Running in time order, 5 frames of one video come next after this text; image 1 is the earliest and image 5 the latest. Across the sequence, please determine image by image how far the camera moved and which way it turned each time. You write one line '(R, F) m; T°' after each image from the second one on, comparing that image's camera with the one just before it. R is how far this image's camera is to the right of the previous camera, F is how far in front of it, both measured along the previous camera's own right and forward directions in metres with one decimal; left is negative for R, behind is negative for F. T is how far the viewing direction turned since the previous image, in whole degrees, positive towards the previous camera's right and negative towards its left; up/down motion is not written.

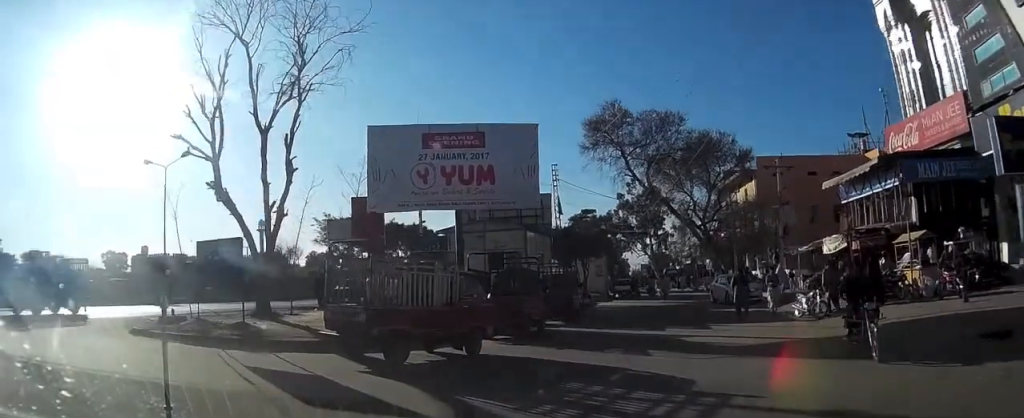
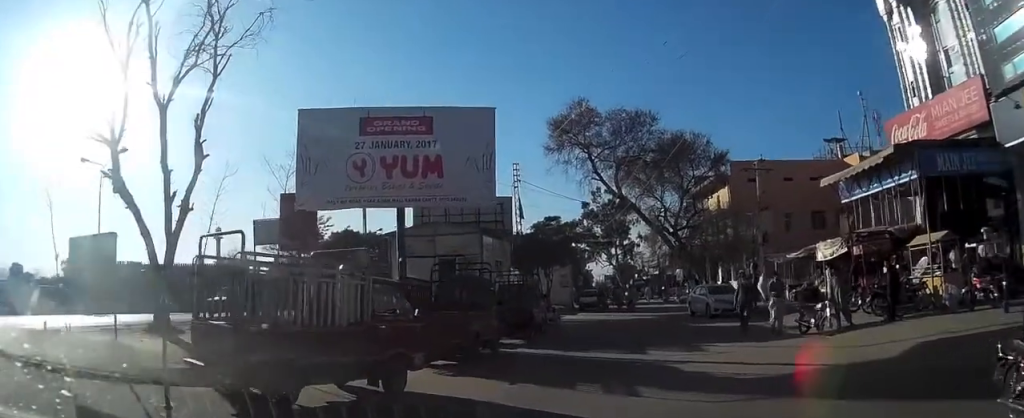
(0.0, +2.8) m; +7°
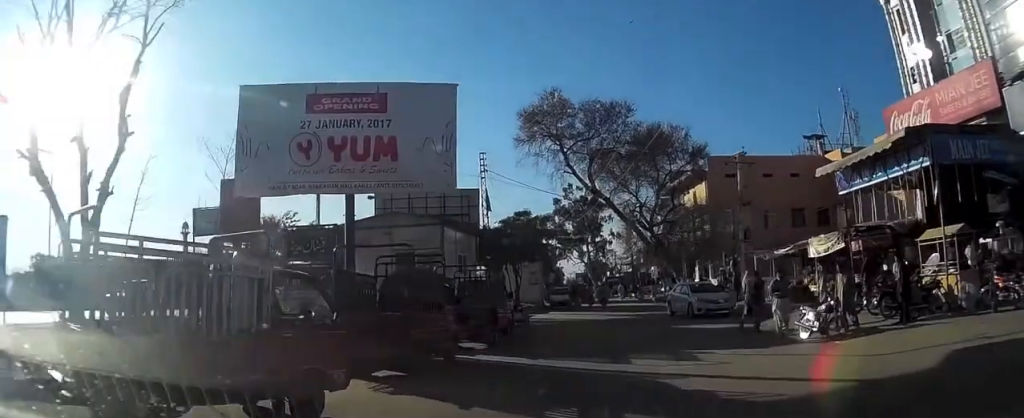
(+0.1, +1.8) m; +5°
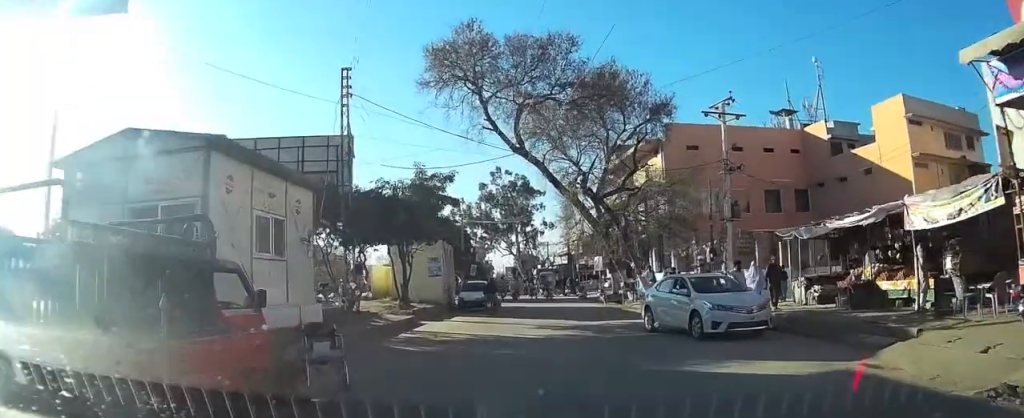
(+1.3, +11.2) m; +3°
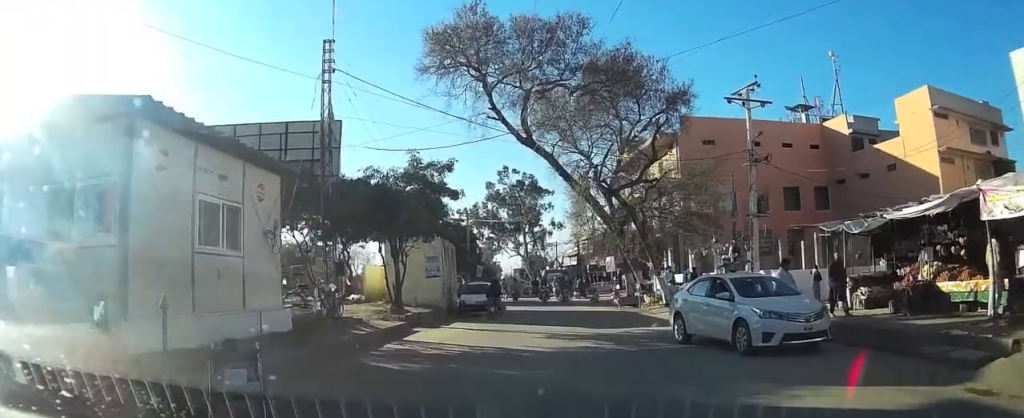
(-0.3, +3.1) m; -3°
